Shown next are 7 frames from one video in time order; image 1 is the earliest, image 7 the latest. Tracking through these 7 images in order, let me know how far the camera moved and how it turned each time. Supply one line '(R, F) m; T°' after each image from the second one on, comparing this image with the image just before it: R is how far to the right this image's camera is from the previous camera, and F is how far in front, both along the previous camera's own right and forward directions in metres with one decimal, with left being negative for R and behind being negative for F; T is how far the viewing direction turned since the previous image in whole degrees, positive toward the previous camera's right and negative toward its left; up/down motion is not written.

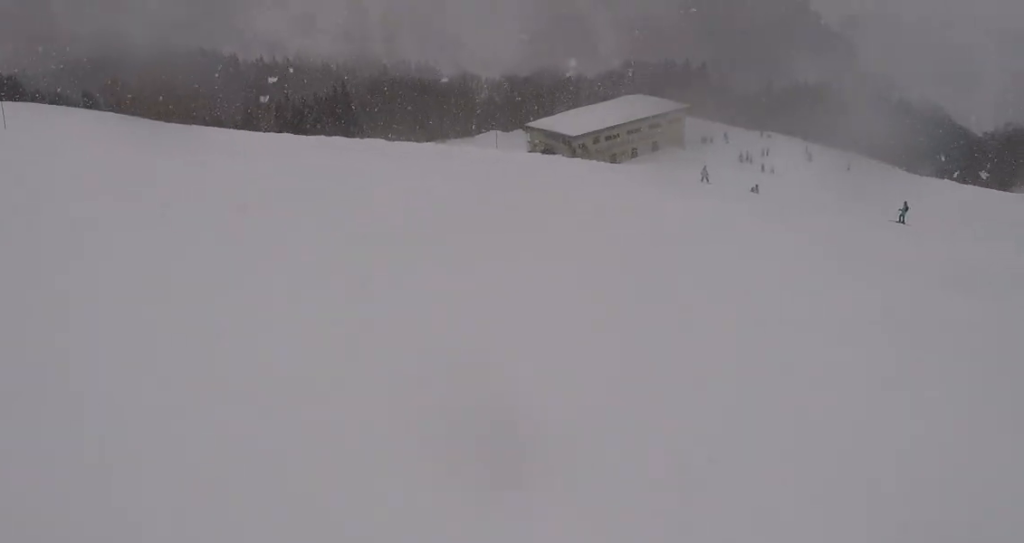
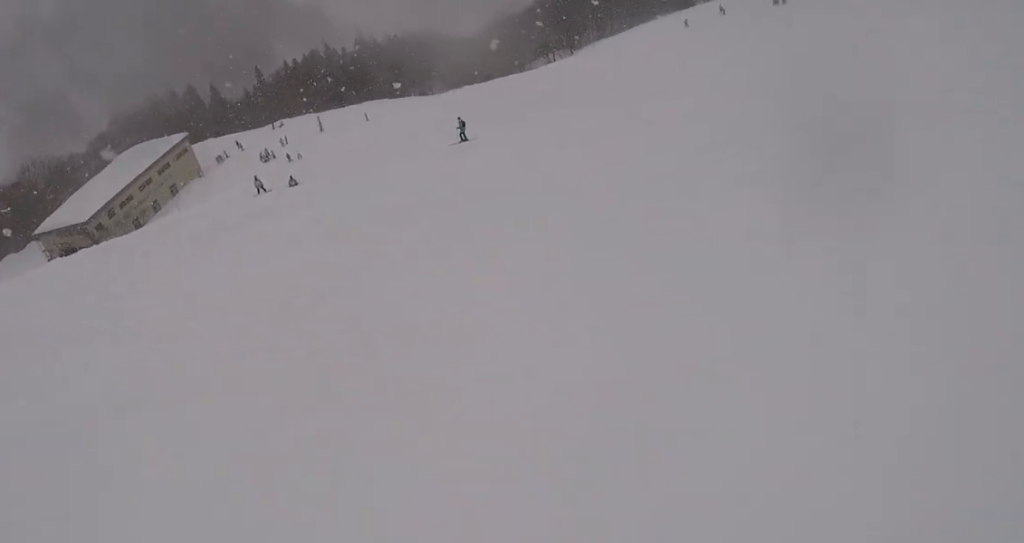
(+3.2, +8.3) m; +19°
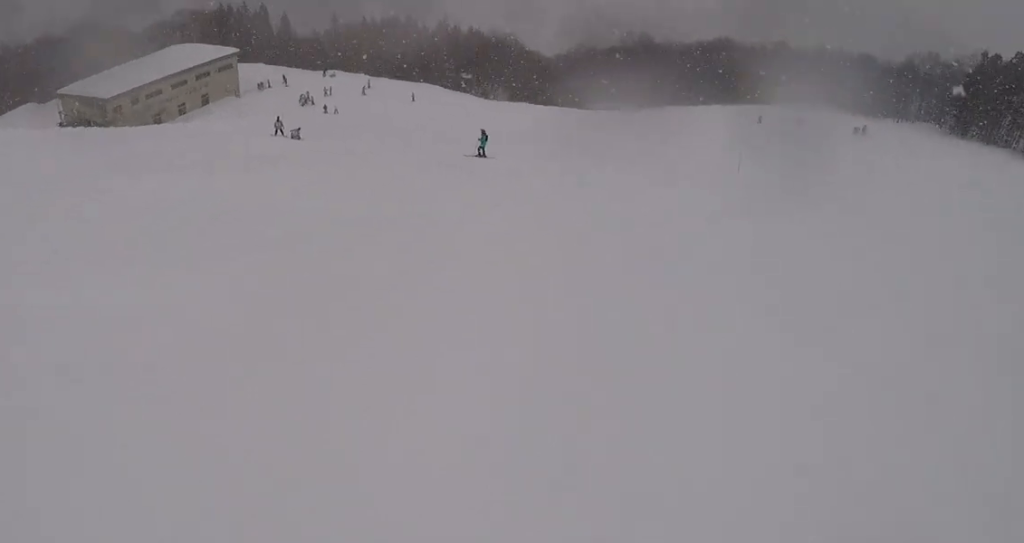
(-0.8, +4.8) m; -25°
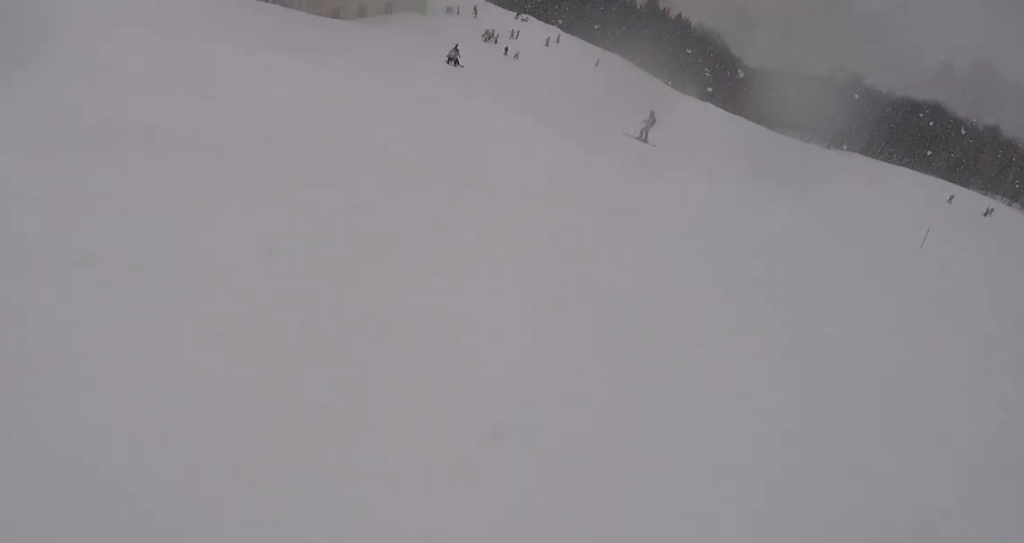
(-0.7, +3.3) m; -13°
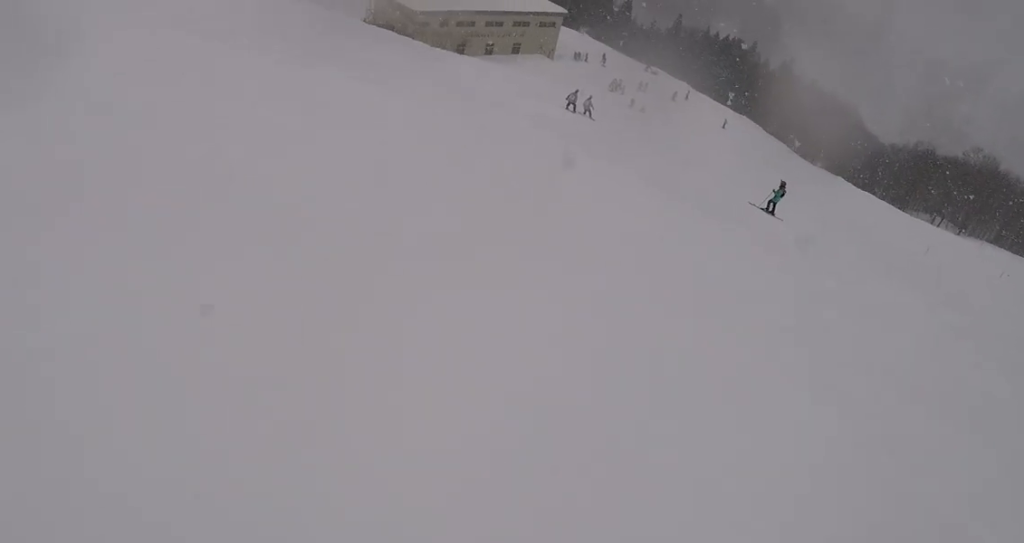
(-0.8, +2.5) m; -6°
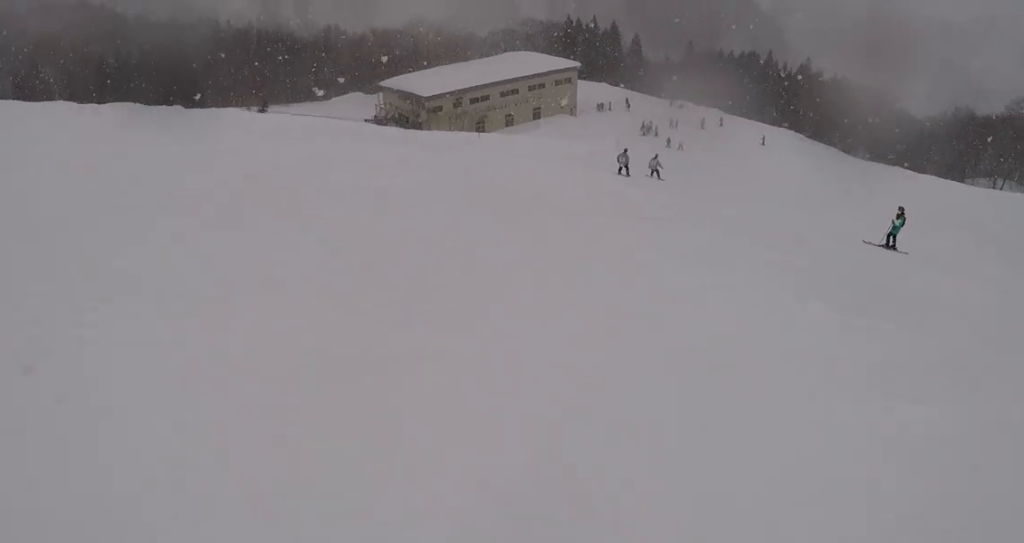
(+0.3, +6.4) m; +21°
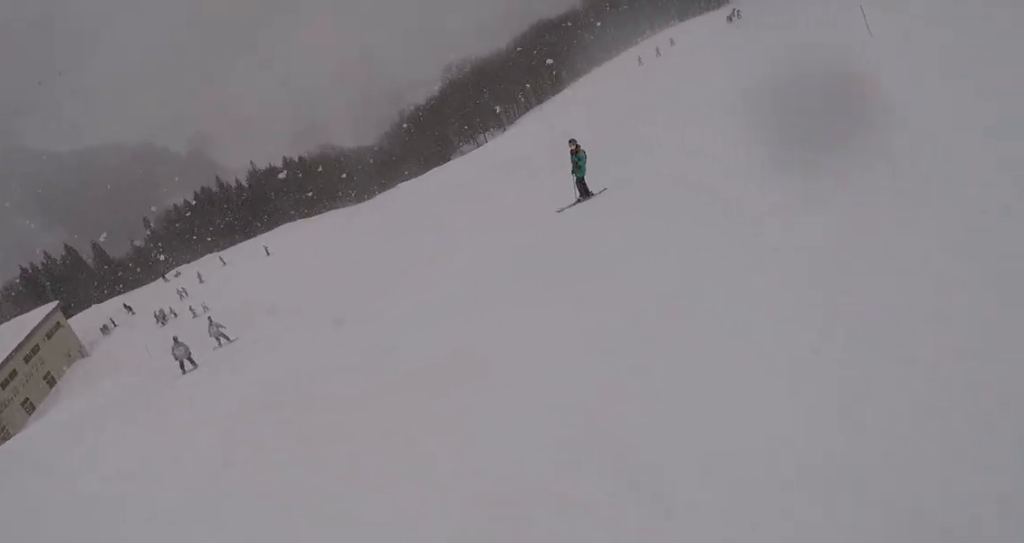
(+3.5, +7.4) m; +41°
